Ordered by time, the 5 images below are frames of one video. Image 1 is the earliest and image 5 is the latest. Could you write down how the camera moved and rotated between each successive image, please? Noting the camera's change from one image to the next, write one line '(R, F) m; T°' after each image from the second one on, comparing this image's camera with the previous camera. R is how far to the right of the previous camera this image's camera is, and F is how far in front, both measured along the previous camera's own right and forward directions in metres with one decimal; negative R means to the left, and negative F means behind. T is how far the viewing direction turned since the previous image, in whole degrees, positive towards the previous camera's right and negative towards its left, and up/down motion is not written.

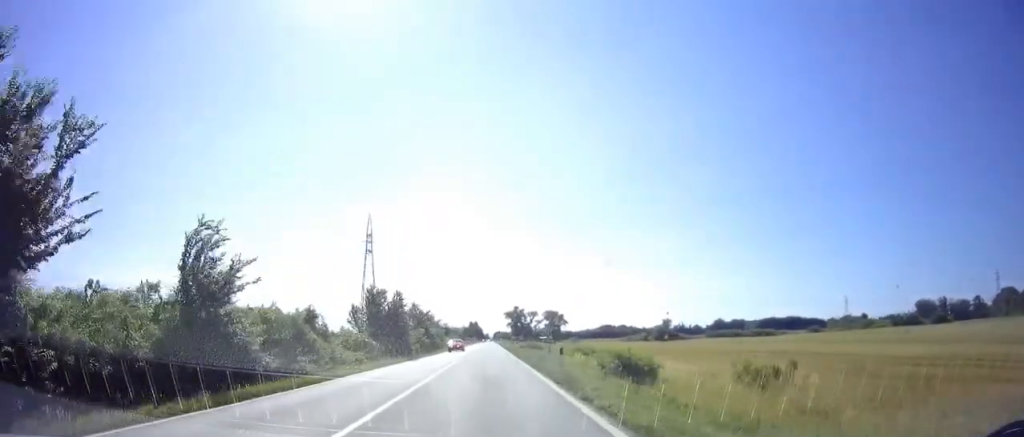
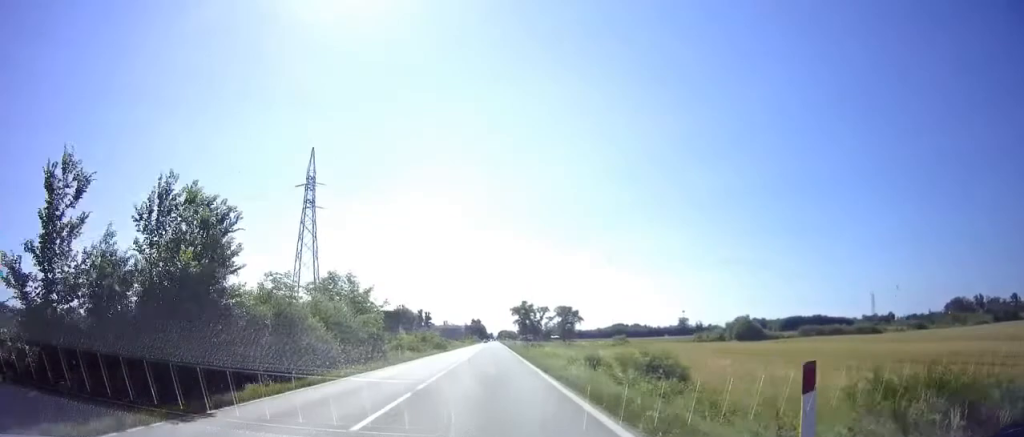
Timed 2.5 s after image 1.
(-0.4, +47.3) m; -1°
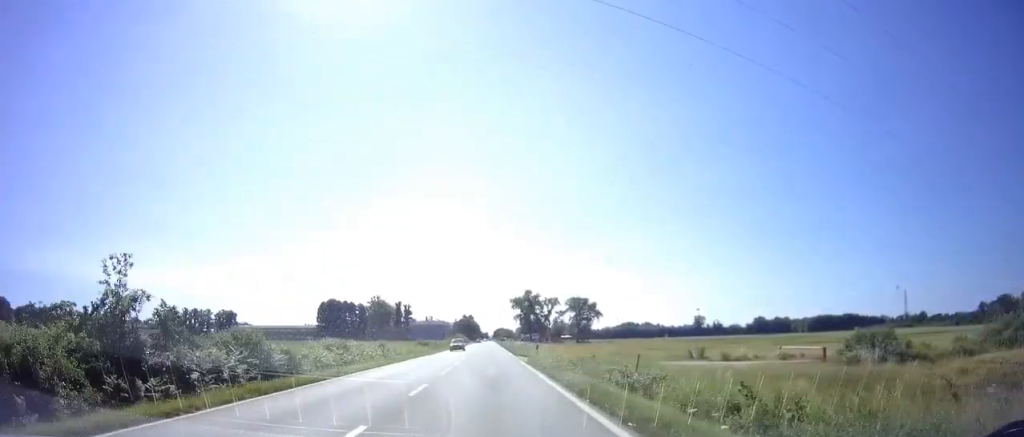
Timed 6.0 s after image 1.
(+1.2, +67.1) m; +1°
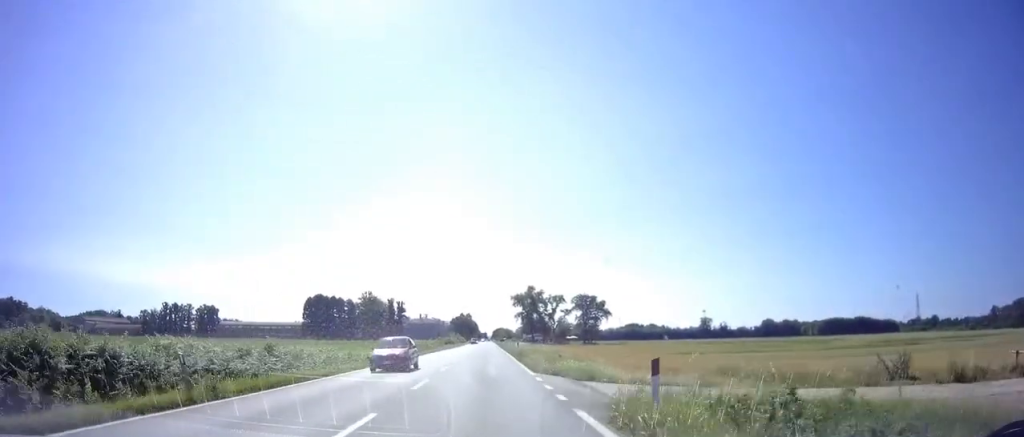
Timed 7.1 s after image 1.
(0.0, +21.1) m; 0°
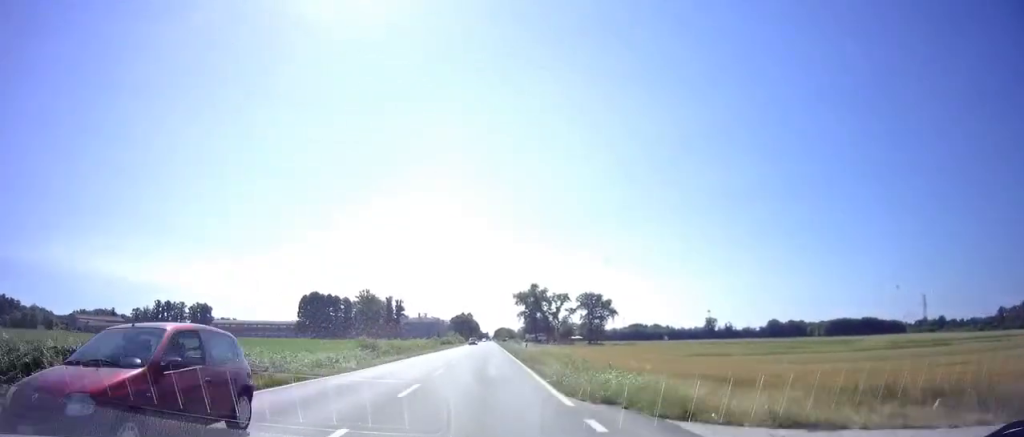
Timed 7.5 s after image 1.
(0.0, +8.3) m; 0°
